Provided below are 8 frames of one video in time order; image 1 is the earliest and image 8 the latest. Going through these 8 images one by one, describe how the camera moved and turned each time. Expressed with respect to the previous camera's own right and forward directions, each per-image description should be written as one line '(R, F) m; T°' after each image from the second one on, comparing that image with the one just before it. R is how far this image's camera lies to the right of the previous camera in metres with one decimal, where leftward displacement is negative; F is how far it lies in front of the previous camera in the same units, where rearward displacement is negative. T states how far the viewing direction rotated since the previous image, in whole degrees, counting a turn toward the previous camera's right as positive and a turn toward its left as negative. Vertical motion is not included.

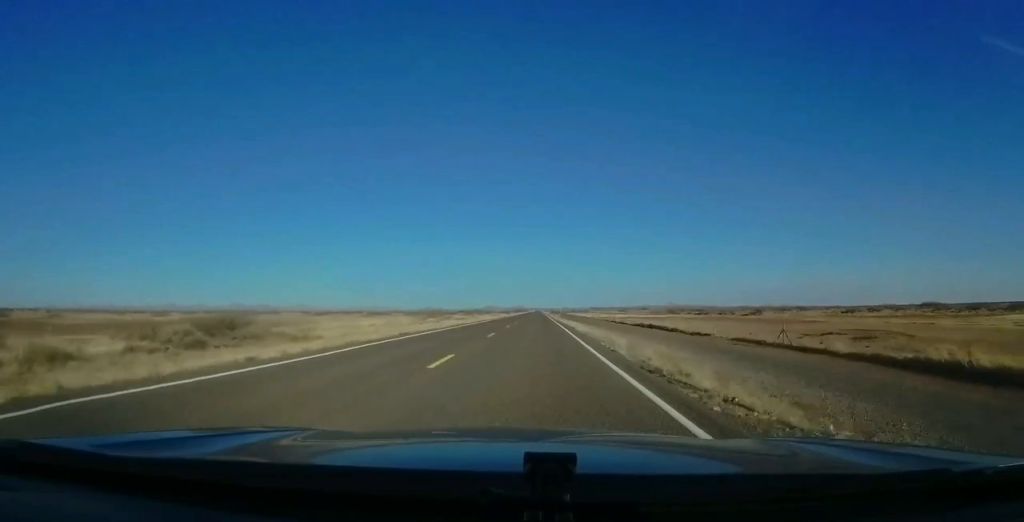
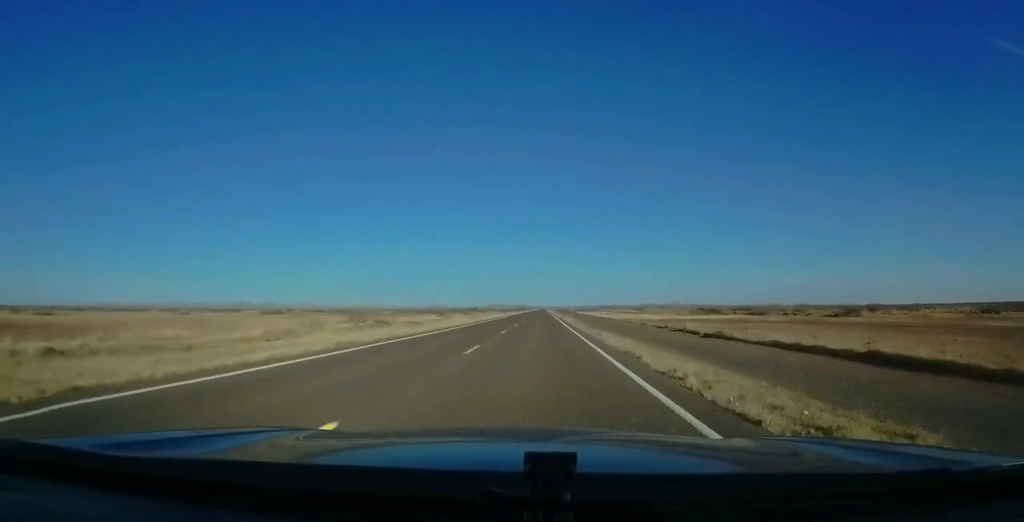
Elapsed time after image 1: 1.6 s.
(-0.6, +45.7) m; -1°
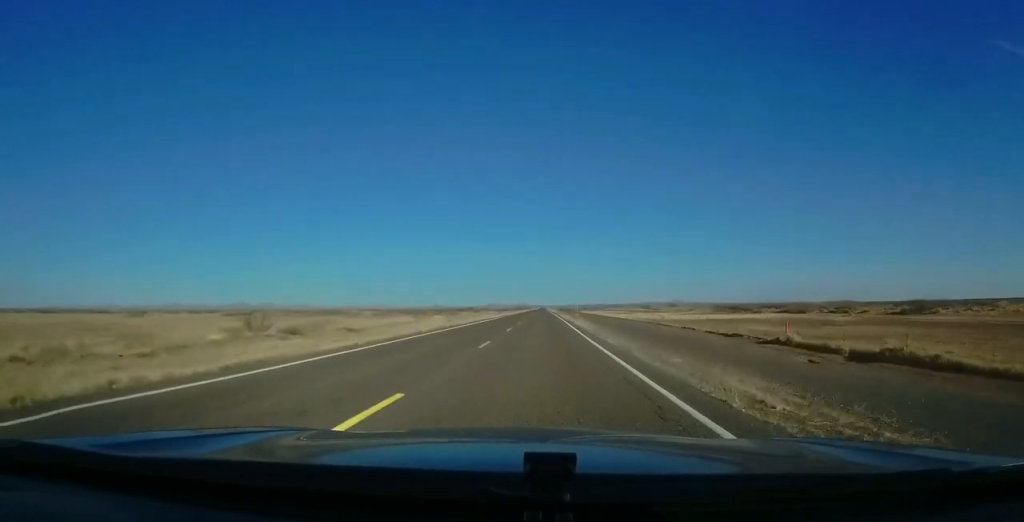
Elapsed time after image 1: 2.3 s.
(0.0, +22.4) m; 0°
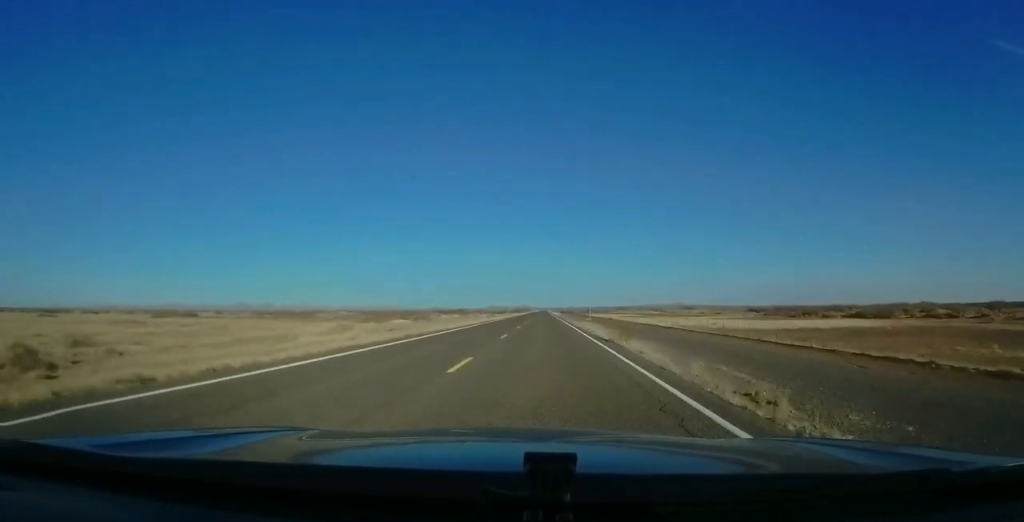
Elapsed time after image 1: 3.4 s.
(-0.1, +31.2) m; 0°
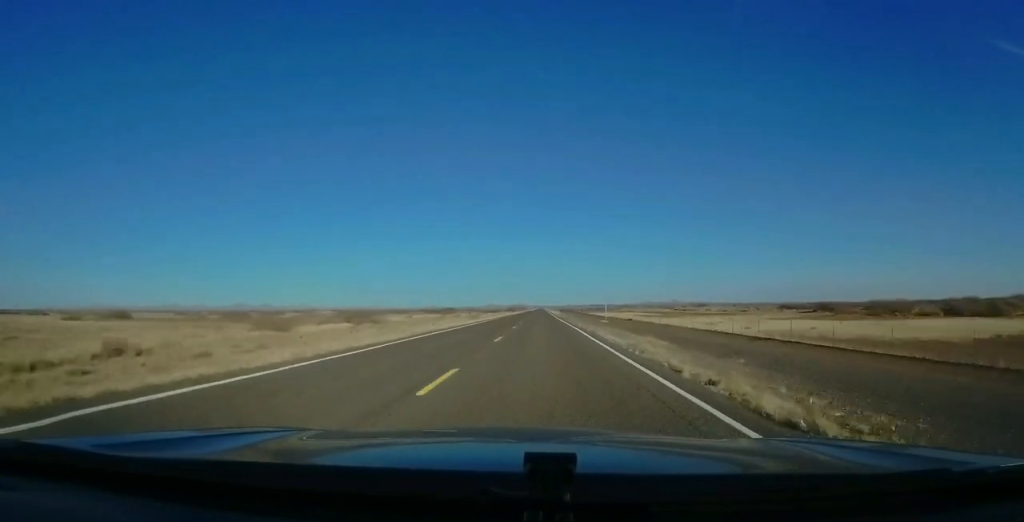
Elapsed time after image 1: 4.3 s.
(0.0, +27.2) m; 0°
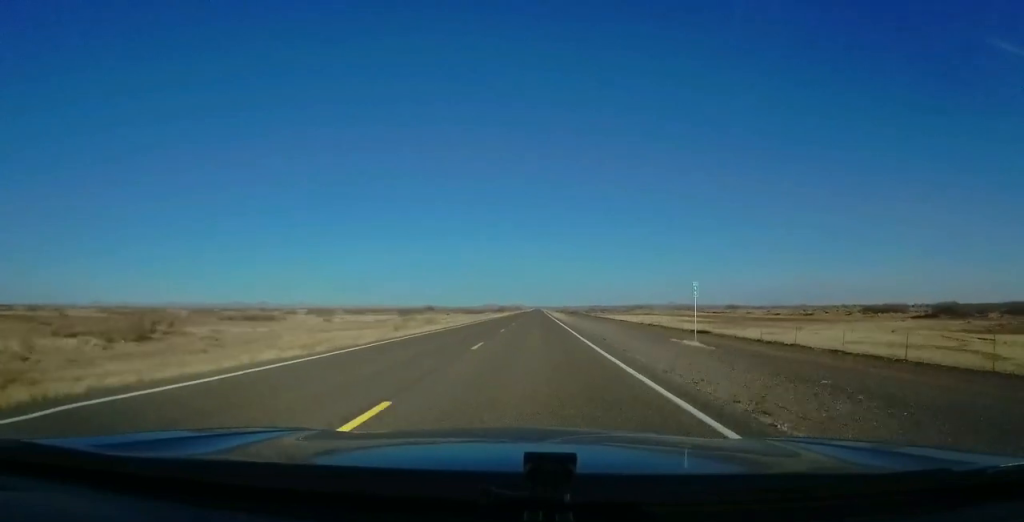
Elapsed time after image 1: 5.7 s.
(-0.1, +40.6) m; 0°
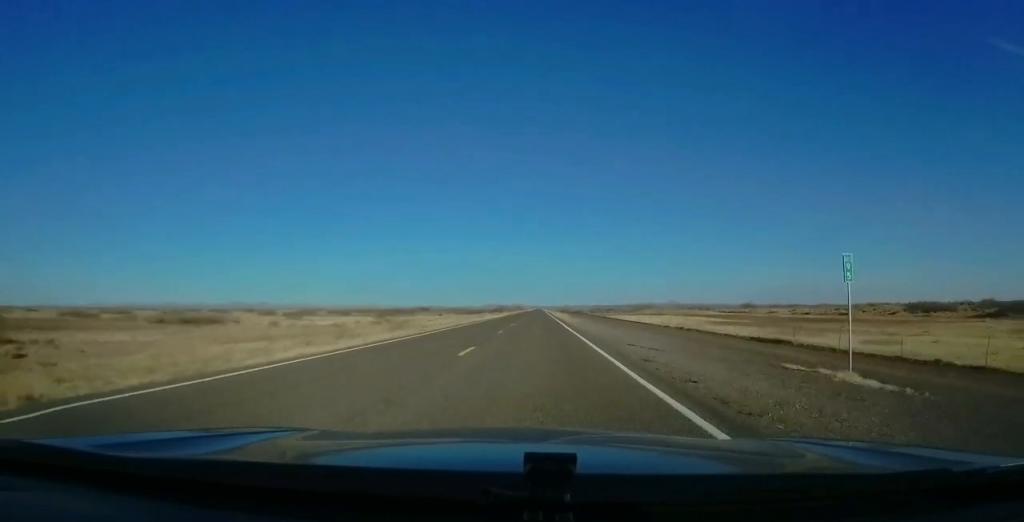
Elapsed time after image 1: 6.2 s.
(0.0, +14.5) m; 0°
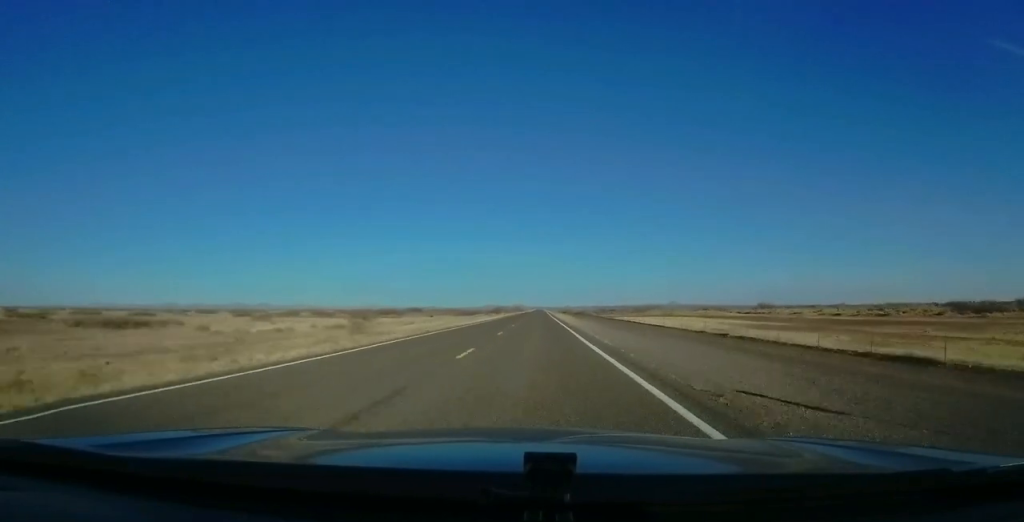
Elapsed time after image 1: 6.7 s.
(0.0, +12.5) m; 0°
